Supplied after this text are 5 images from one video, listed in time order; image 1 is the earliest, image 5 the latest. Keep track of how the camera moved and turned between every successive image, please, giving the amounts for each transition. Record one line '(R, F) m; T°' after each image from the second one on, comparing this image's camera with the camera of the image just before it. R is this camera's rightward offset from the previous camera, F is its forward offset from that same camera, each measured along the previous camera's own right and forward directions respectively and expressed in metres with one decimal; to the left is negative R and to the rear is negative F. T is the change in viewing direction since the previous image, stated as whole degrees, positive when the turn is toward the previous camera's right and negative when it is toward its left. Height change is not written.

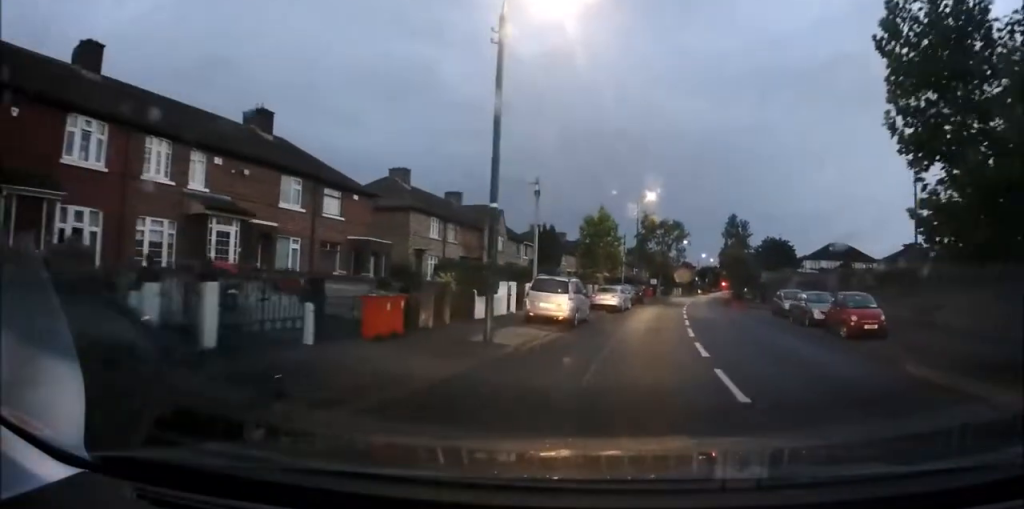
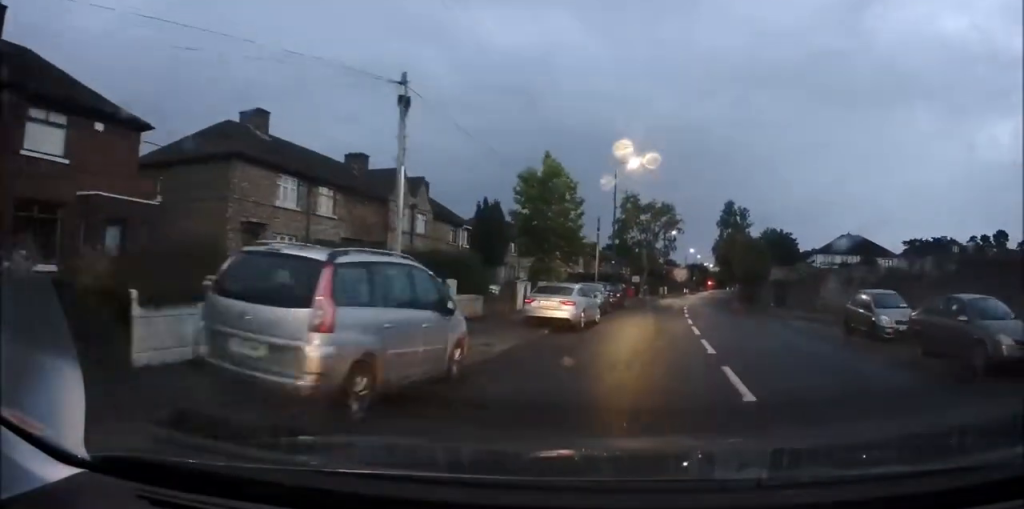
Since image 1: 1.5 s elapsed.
(+0.3, +14.0) m; +2°
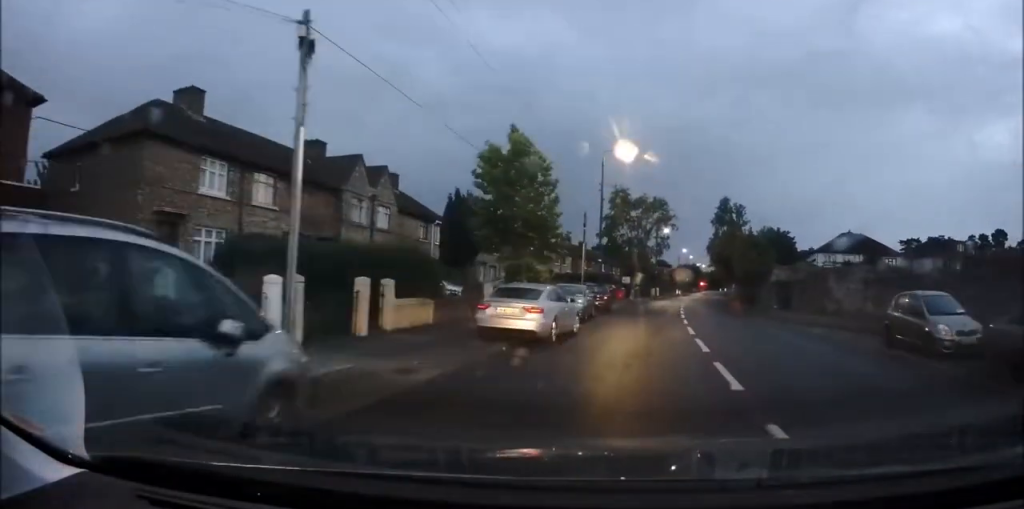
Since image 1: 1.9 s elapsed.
(-0.1, +4.2) m; 0°
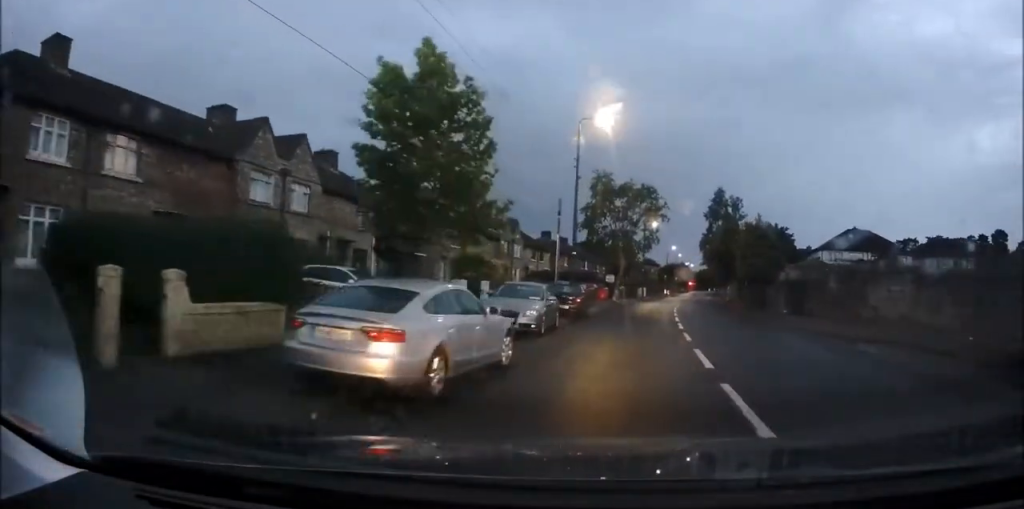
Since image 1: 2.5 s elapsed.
(-0.1, +7.0) m; +1°
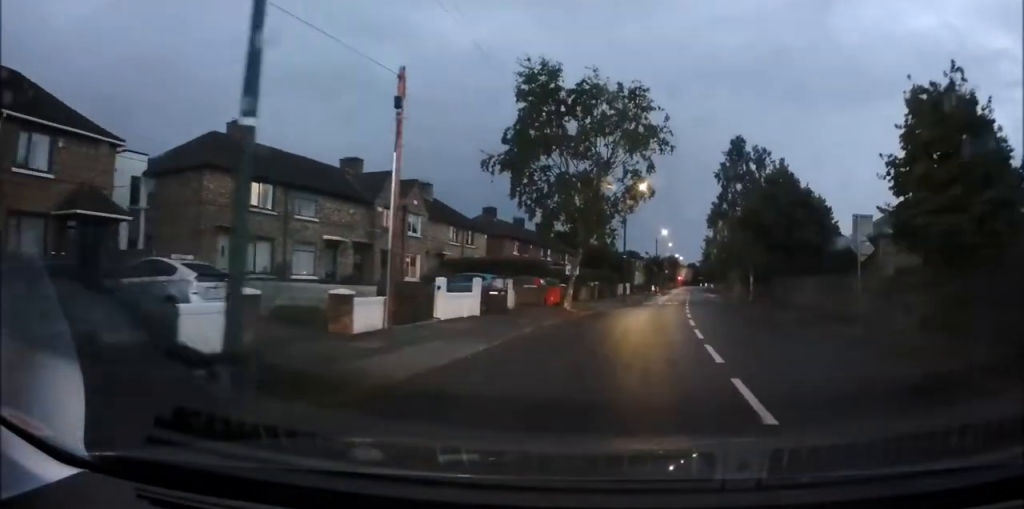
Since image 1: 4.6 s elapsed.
(+0.6, +23.5) m; +2°
